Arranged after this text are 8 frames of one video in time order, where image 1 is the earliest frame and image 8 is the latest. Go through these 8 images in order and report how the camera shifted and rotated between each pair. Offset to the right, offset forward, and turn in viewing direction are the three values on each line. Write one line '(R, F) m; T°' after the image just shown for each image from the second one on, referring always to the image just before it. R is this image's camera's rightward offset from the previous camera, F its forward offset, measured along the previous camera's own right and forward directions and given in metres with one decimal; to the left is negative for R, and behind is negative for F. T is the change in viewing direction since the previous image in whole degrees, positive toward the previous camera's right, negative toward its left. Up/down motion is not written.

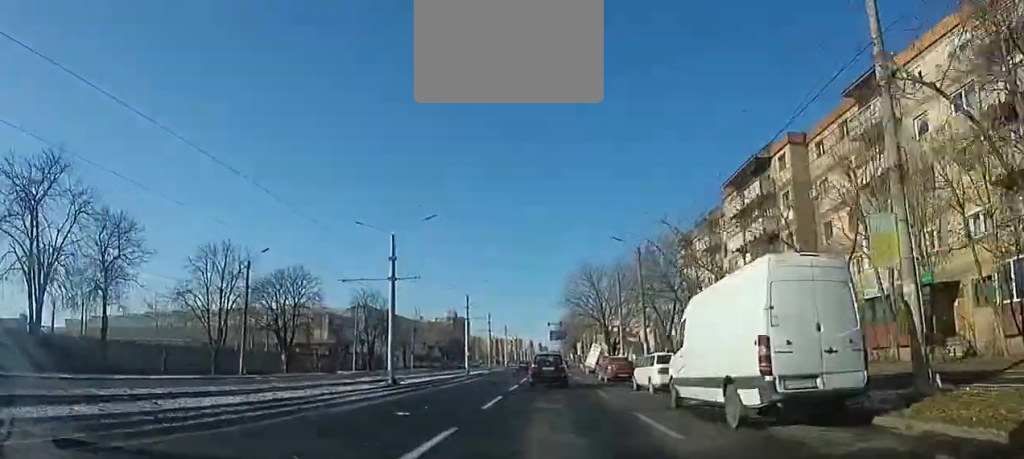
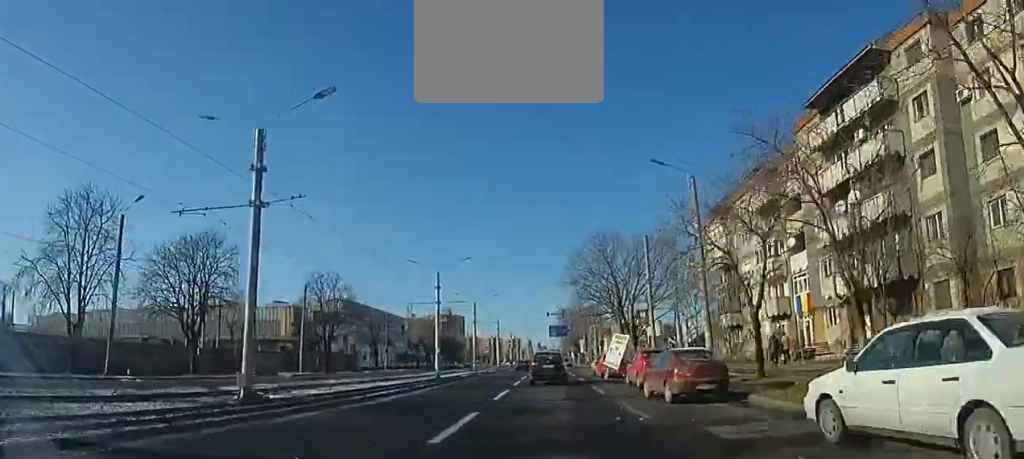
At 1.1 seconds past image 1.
(+0.1, +13.1) m; 0°
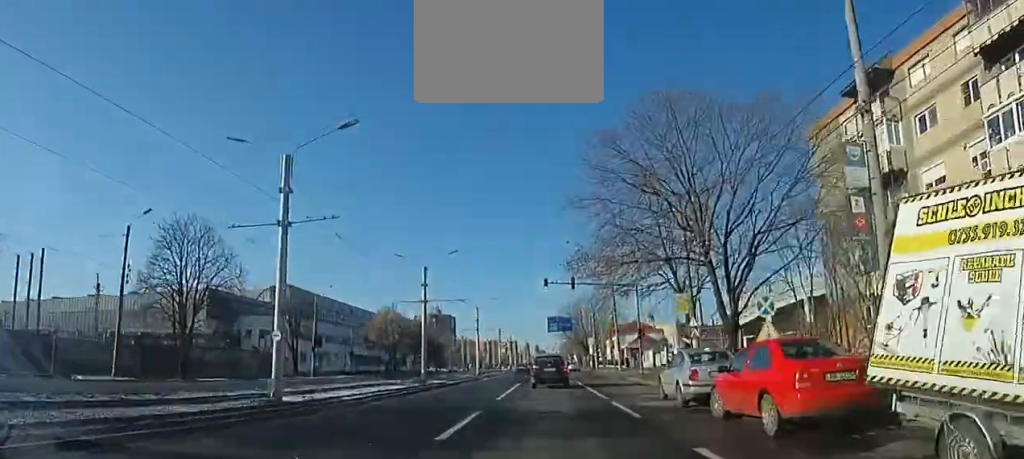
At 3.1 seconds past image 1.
(0.0, +22.9) m; 0°
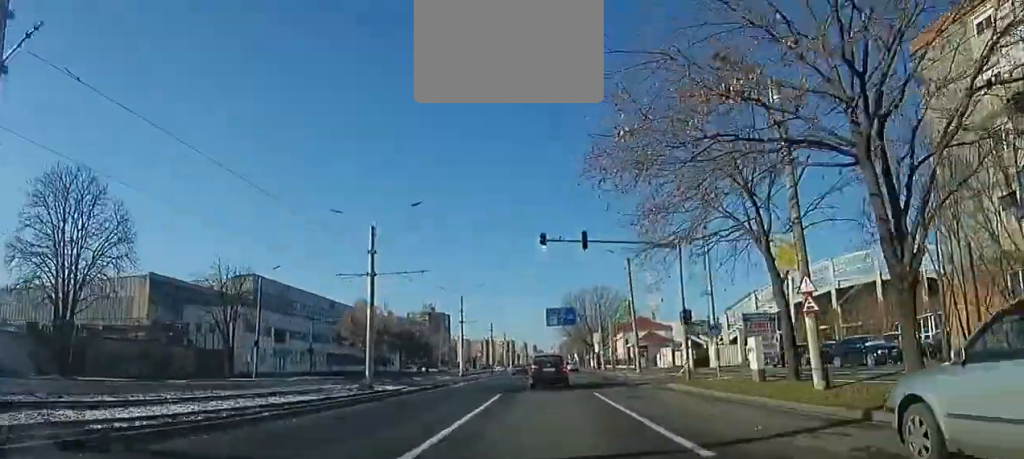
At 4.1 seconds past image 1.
(0.0, +10.6) m; 0°
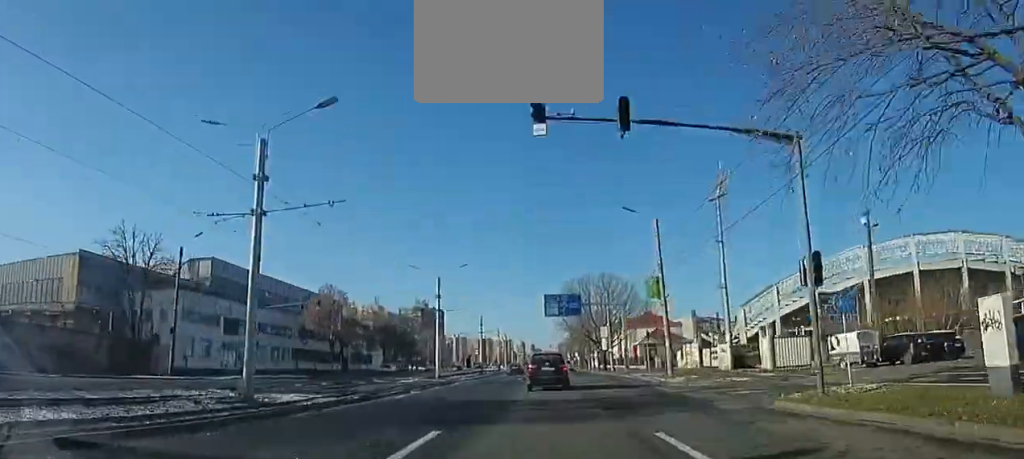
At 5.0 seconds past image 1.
(0.0, +10.2) m; 0°
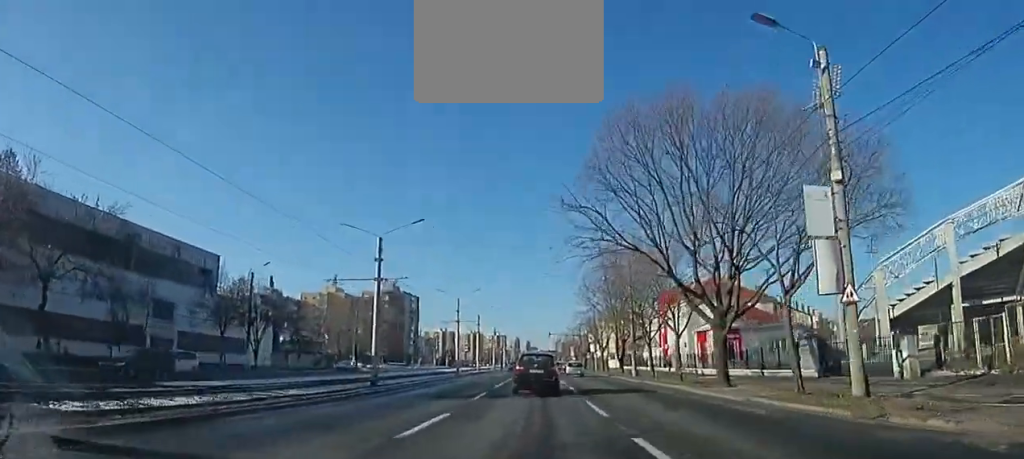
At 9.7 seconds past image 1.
(+1.0, +48.5) m; +1°
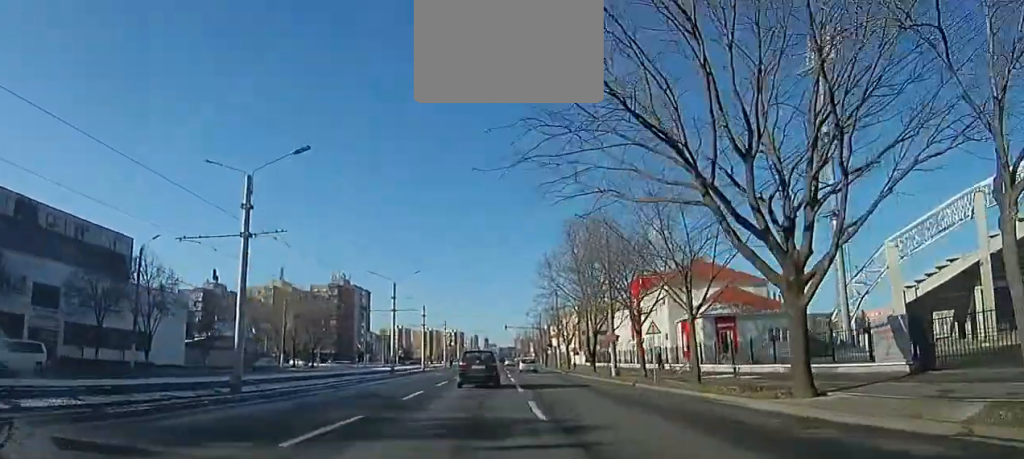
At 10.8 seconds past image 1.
(-0.1, +11.0) m; 0°
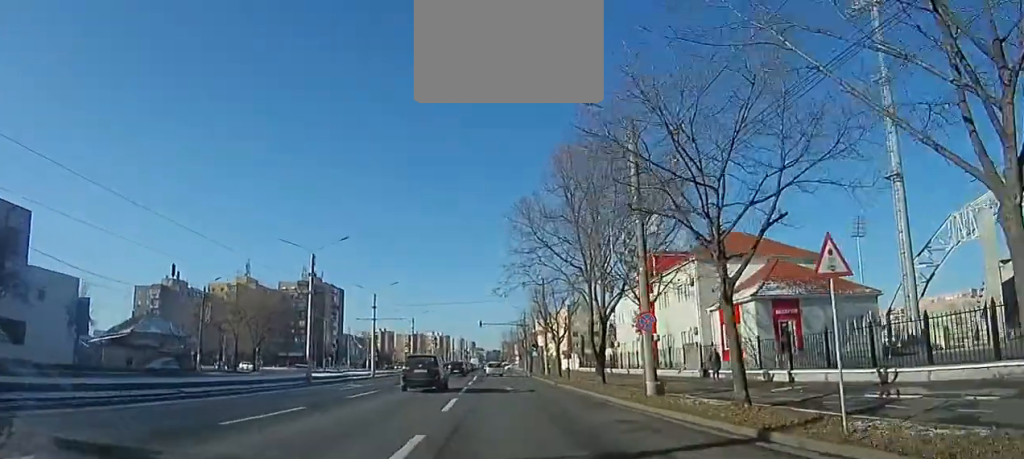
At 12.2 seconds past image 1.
(0.0, +15.3) m; -1°
